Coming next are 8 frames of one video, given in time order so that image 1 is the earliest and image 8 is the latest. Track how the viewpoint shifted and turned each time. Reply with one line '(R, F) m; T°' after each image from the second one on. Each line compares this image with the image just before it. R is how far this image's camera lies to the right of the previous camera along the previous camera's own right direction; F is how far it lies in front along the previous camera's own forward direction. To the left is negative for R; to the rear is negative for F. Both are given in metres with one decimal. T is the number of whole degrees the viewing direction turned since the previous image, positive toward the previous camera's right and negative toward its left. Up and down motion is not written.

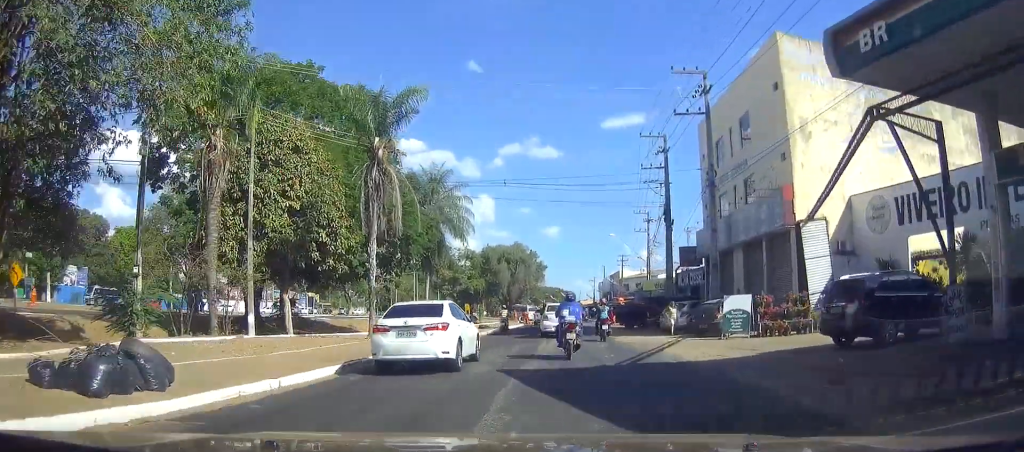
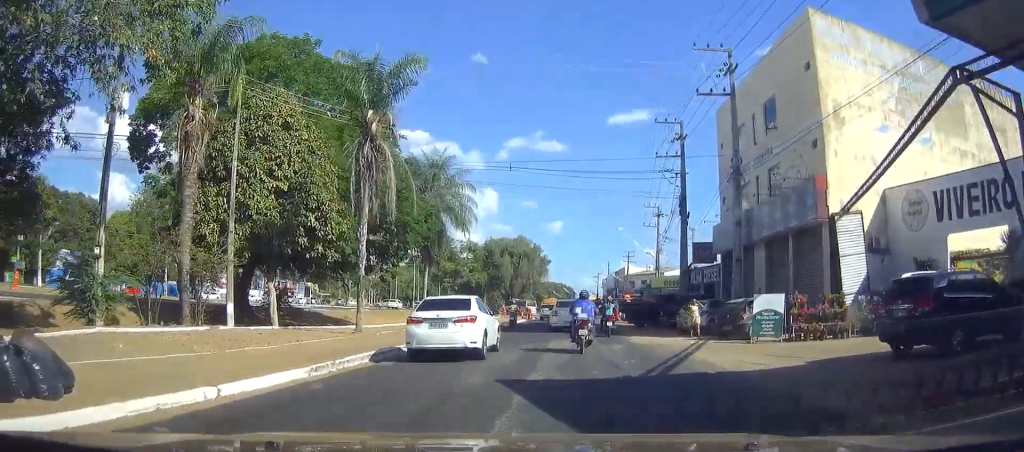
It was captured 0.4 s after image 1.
(0.0, +2.9) m; 0°
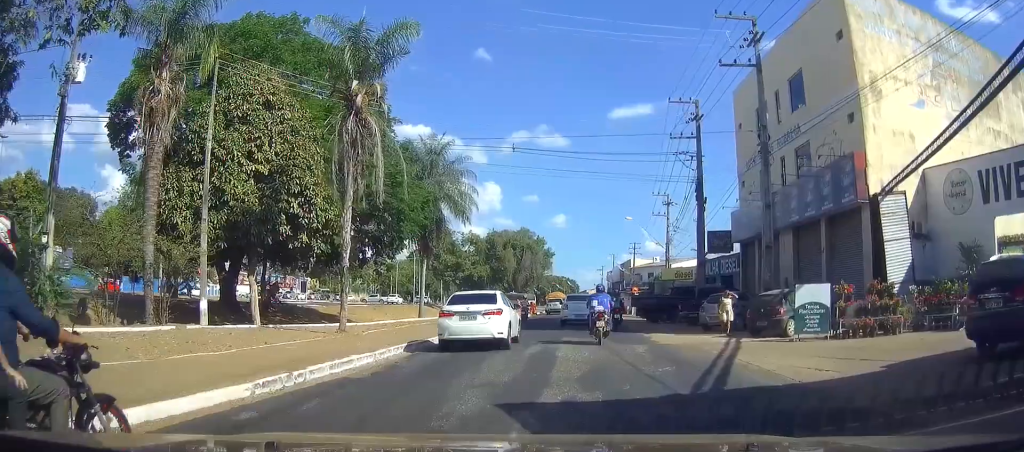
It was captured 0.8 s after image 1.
(0.0, +3.3) m; 0°
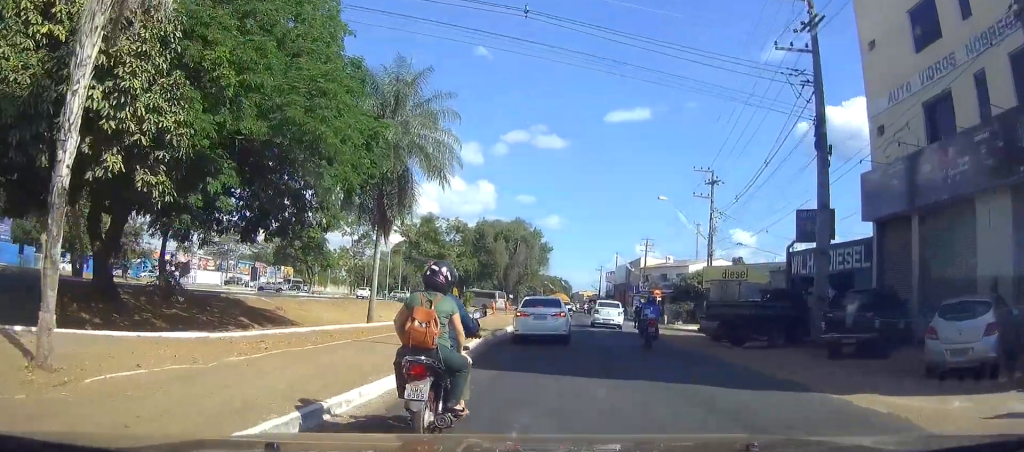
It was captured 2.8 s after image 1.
(-0.3, +15.7) m; -2°
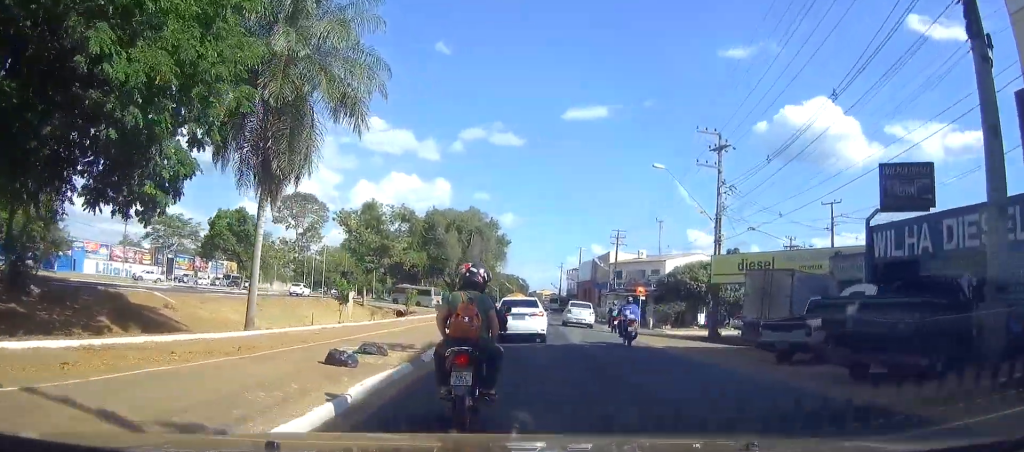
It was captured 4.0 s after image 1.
(-0.2, +11.6) m; +1°
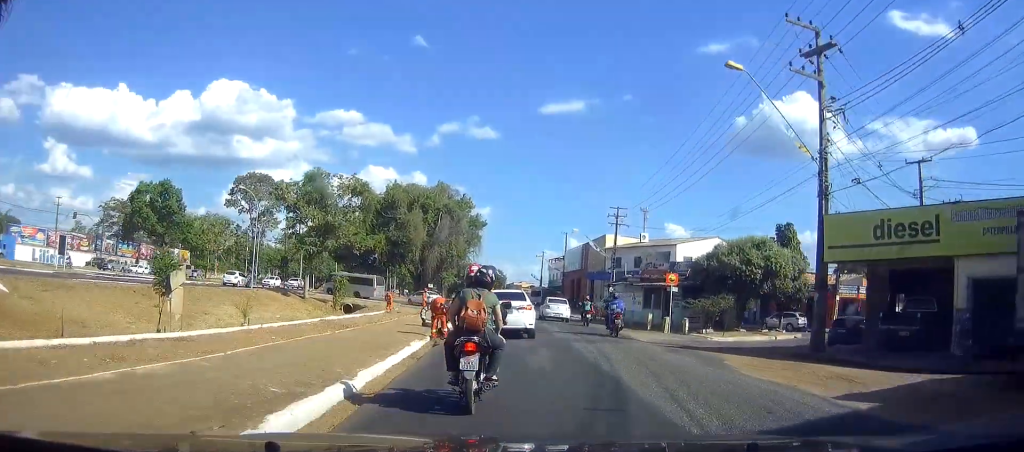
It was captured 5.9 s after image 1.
(+0.6, +16.4) m; +2°
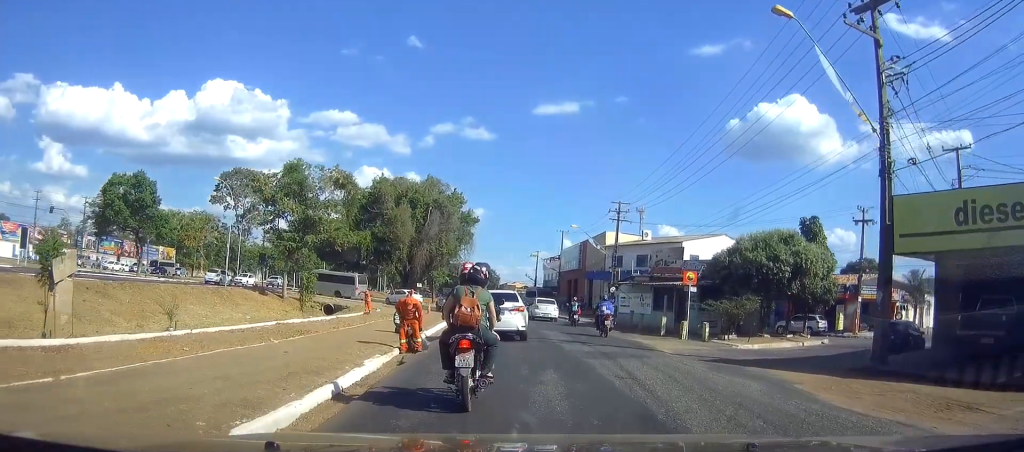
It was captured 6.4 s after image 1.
(-0.1, +4.8) m; 0°
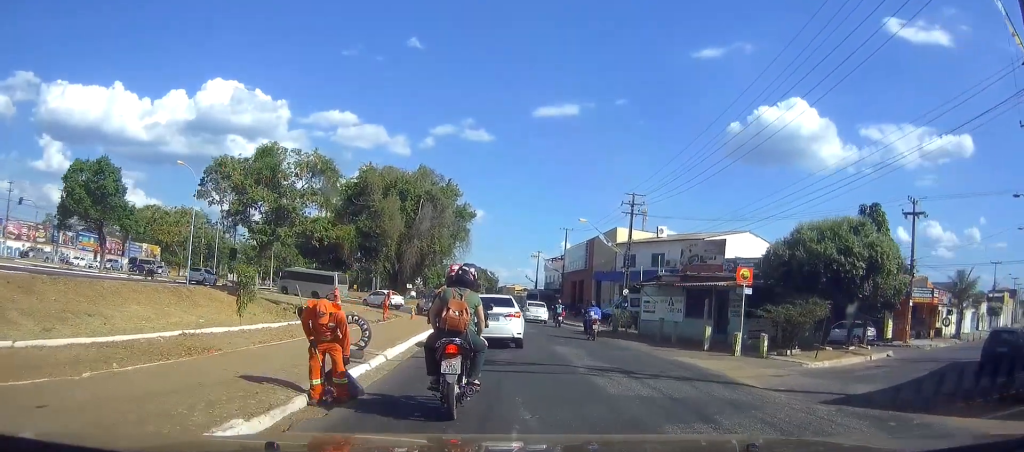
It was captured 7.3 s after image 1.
(+0.1, +7.3) m; +3°
